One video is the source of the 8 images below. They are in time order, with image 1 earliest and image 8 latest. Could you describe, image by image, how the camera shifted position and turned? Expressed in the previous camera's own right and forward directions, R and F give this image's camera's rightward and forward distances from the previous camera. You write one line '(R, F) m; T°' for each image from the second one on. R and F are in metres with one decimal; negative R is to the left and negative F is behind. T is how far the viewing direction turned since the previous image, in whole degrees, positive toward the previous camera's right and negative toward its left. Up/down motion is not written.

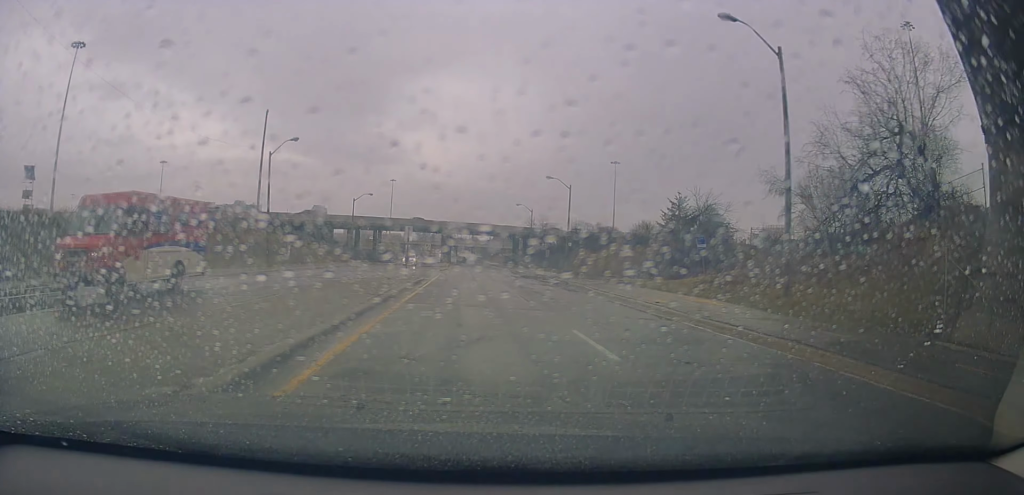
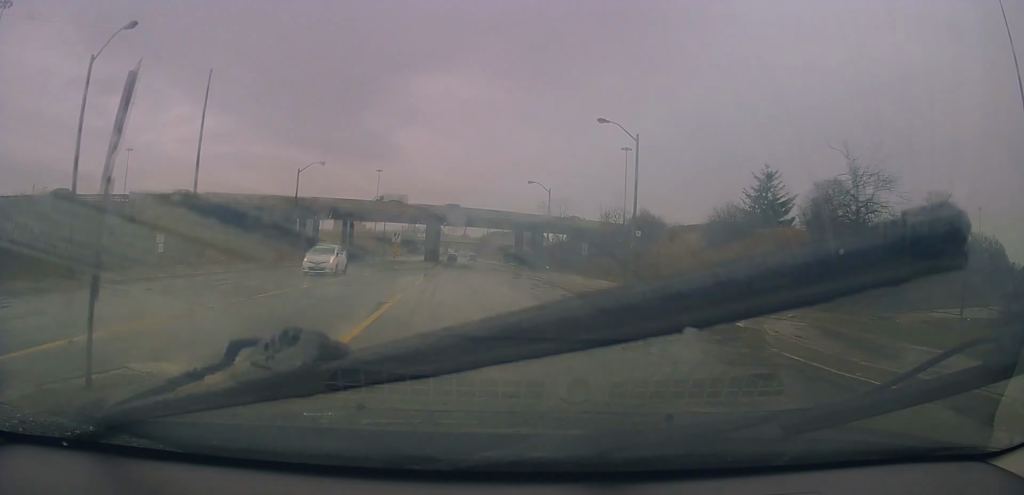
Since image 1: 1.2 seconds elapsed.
(+0.3, +23.8) m; +1°
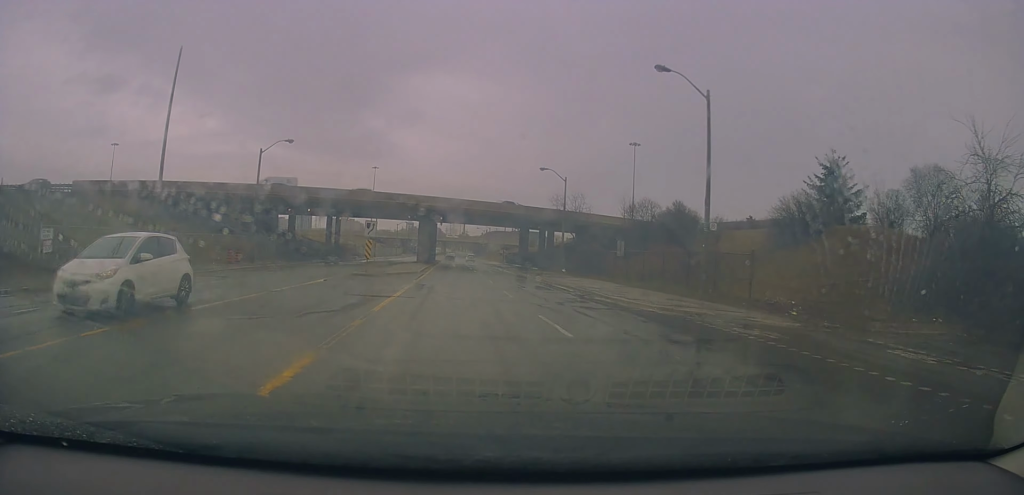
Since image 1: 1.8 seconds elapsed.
(-0.1, +10.2) m; 0°
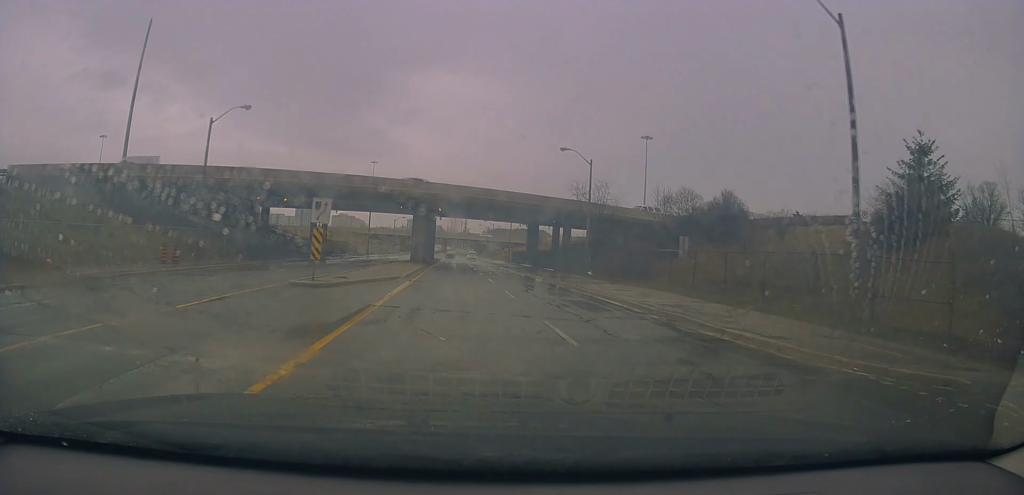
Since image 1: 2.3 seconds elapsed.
(0.0, +9.1) m; 0°
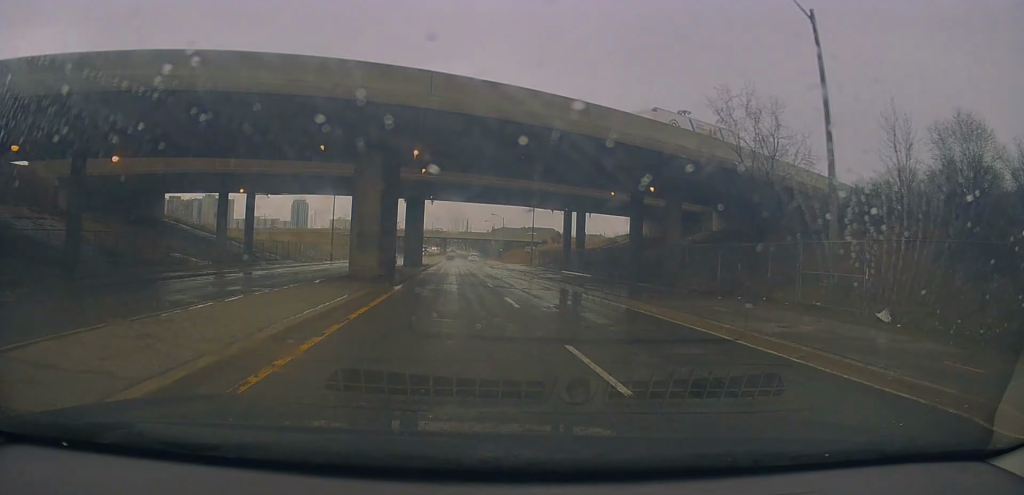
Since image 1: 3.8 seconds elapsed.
(+0.1, +26.8) m; 0°
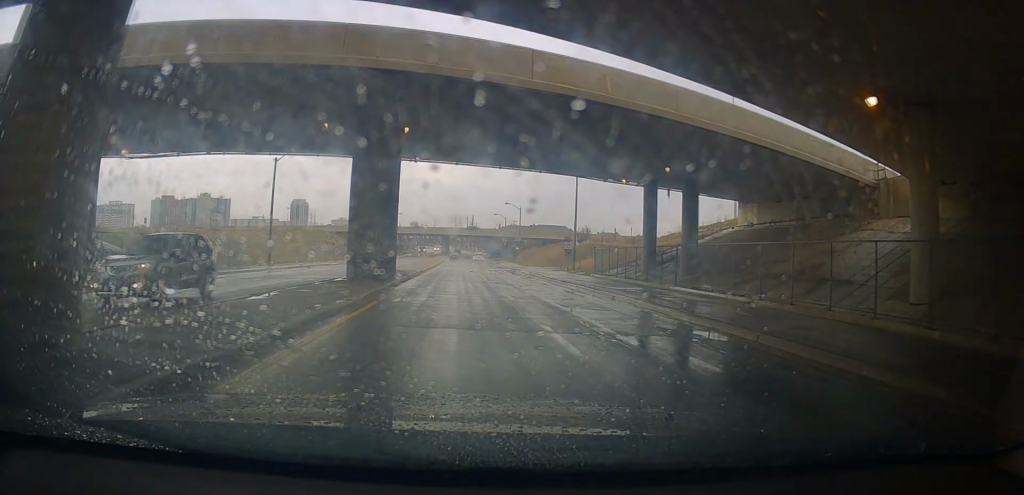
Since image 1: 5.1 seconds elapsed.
(-0.1, +24.7) m; 0°
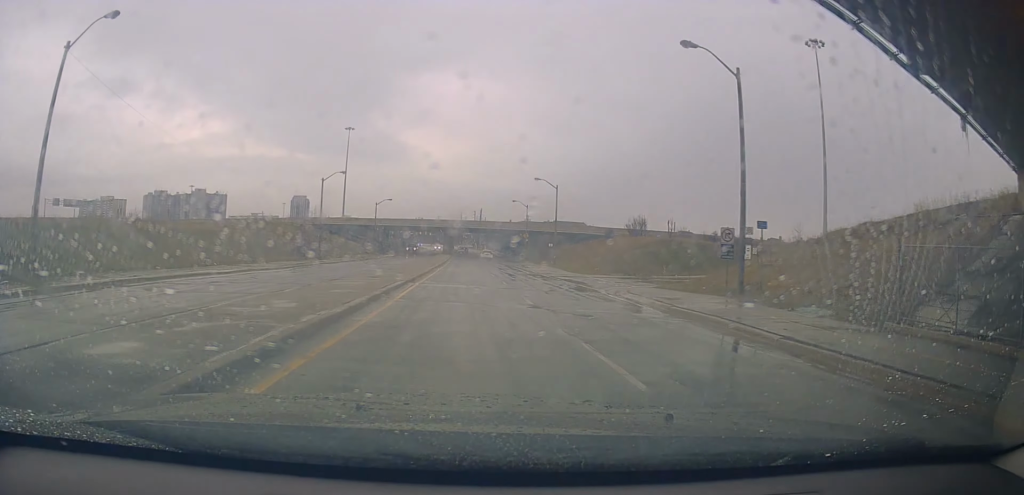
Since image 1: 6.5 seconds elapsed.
(+0.1, +33.0) m; 0°
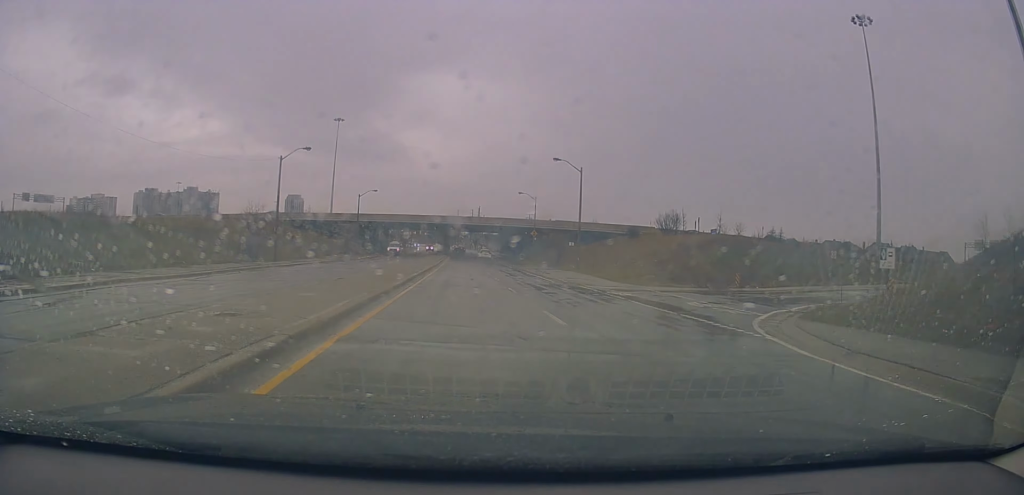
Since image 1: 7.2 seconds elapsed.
(+0.1, +15.4) m; 0°
